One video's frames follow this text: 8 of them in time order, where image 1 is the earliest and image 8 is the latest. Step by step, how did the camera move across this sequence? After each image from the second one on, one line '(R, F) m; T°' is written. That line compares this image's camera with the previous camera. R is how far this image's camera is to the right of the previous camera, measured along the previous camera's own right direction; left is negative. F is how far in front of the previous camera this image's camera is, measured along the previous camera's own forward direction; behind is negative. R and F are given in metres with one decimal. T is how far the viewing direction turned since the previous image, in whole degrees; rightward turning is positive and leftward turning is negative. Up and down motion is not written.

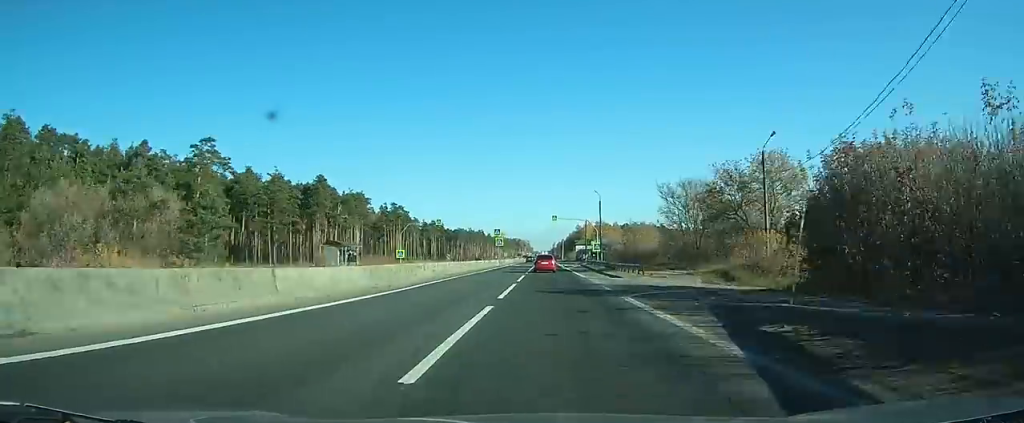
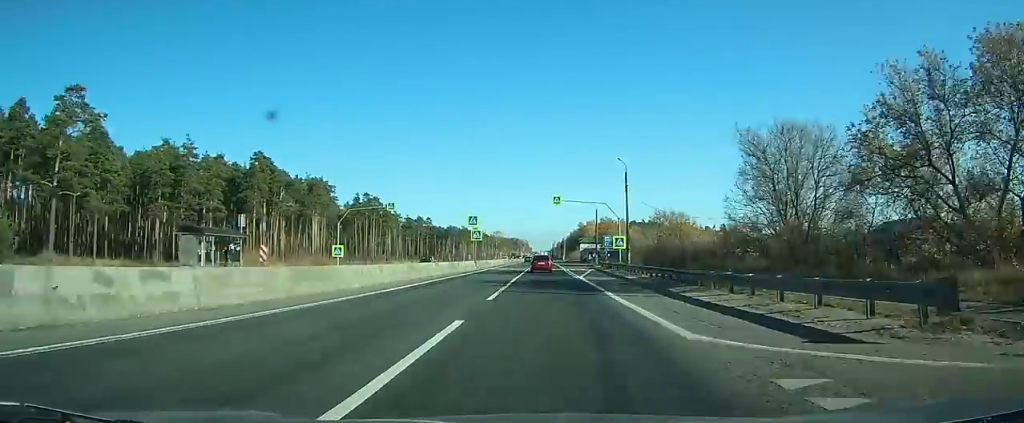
(+0.1, +27.9) m; 0°
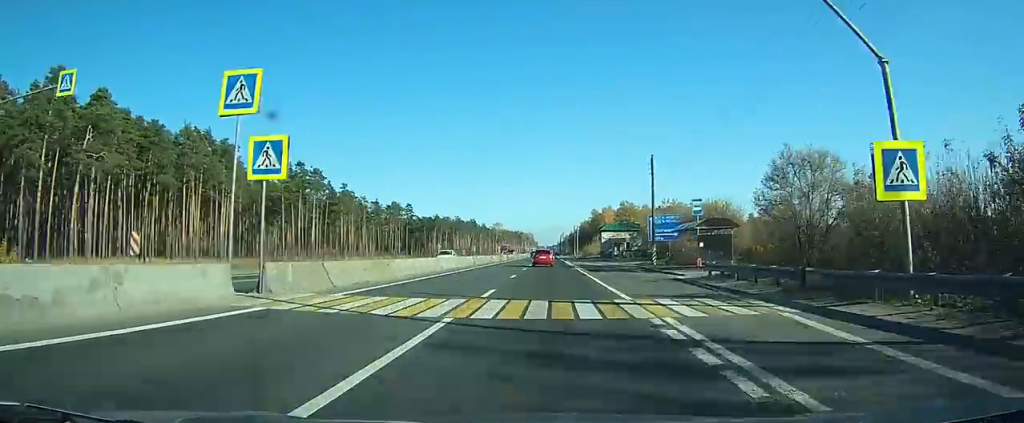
(-0.1, +45.9) m; 0°
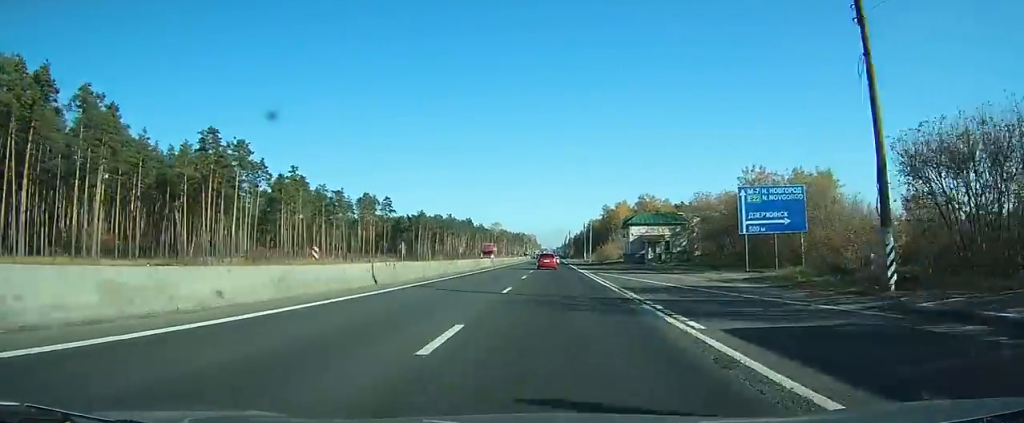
(-0.2, +31.4) m; 0°
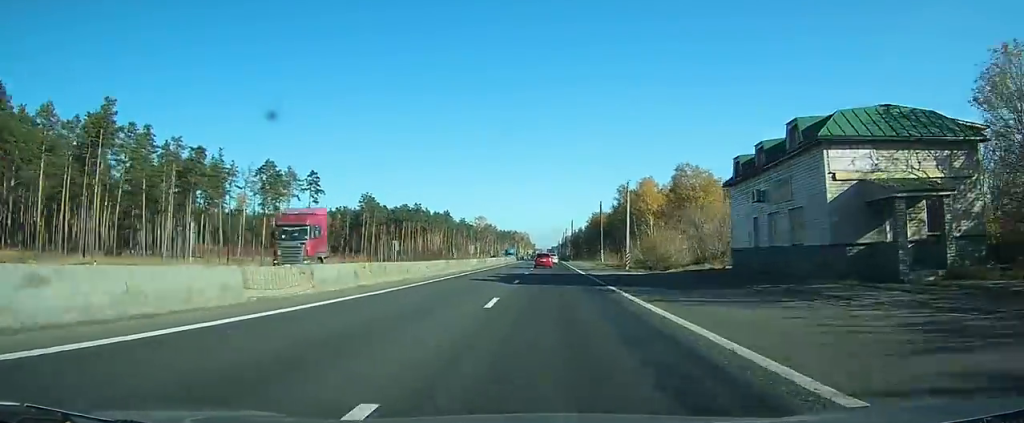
(+0.4, +51.6) m; +1°
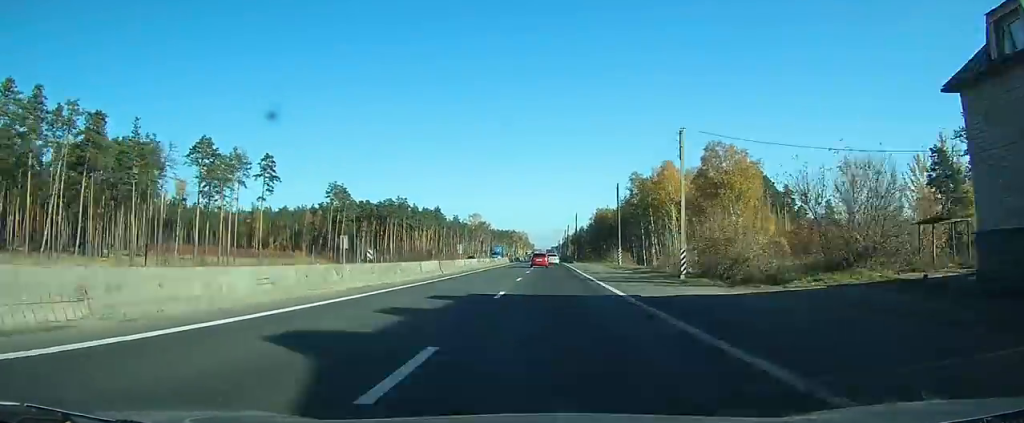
(+0.1, +21.5) m; 0°
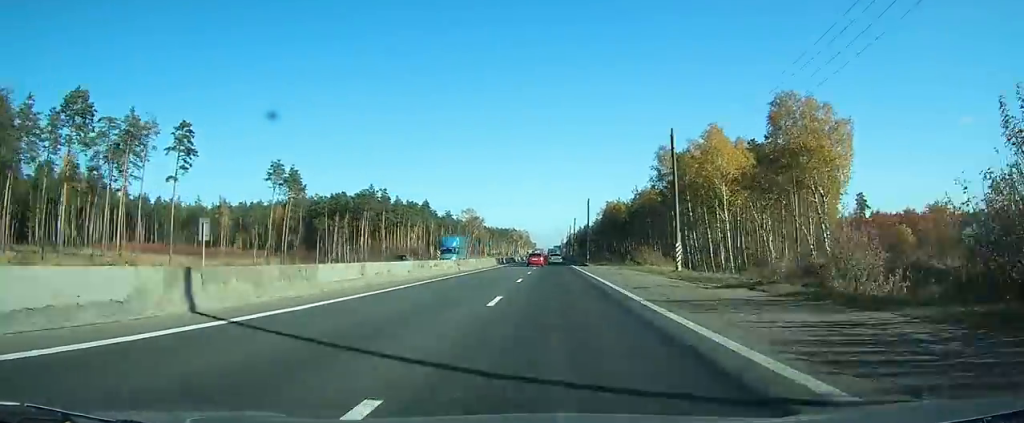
(0.0, +27.5) m; 0°
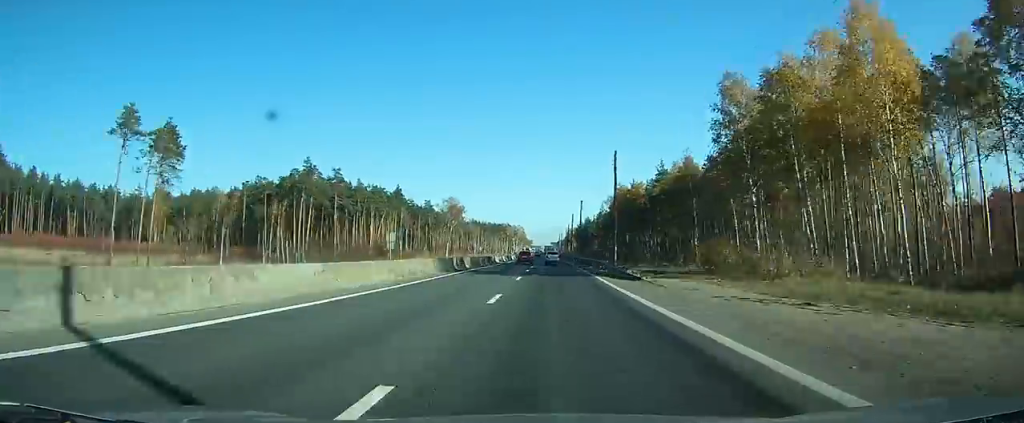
(-0.2, +36.5) m; 0°
